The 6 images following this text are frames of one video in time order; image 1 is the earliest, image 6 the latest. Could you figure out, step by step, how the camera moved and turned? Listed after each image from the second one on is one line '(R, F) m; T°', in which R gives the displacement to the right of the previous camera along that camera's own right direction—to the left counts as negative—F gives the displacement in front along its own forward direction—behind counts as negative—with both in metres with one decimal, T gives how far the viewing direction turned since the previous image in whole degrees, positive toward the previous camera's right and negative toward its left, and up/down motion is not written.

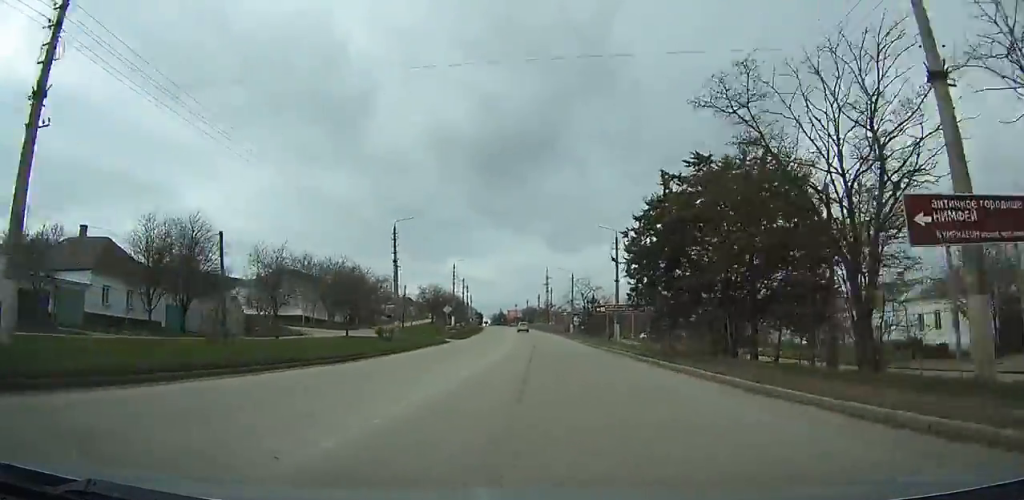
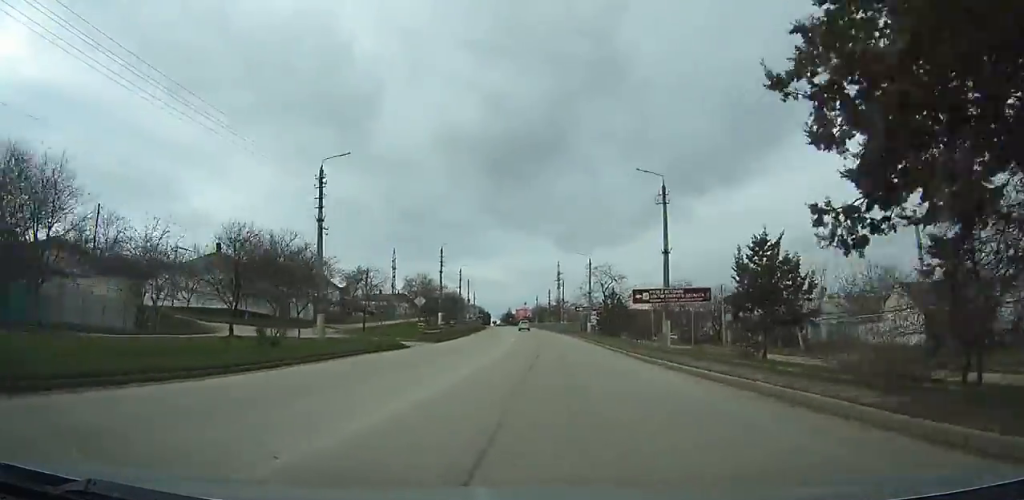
(+0.1, +17.4) m; 0°
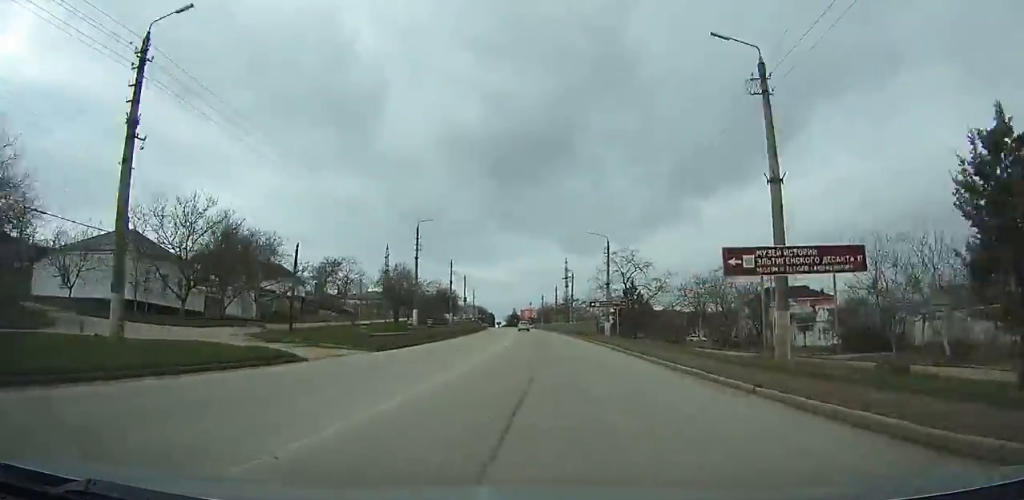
(-0.1, +14.8) m; -1°
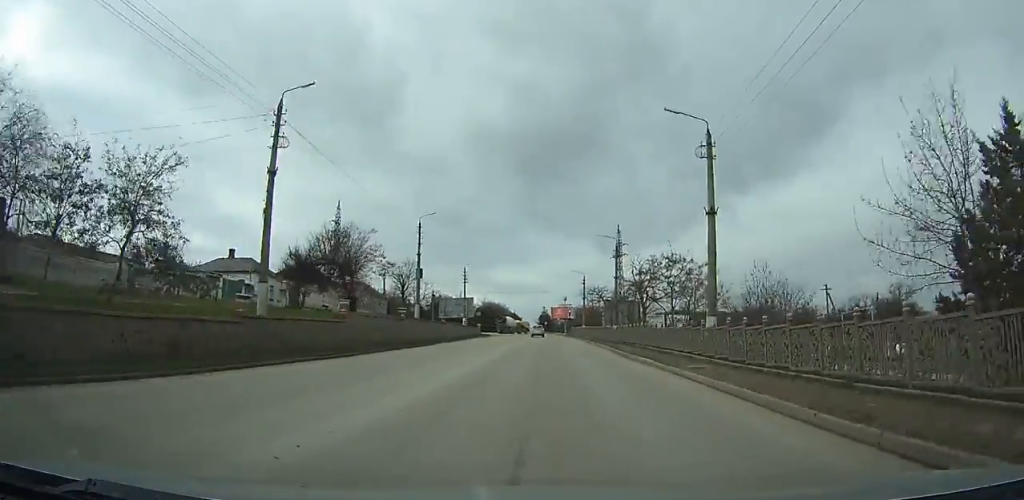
(-1.8, +60.9) m; -3°
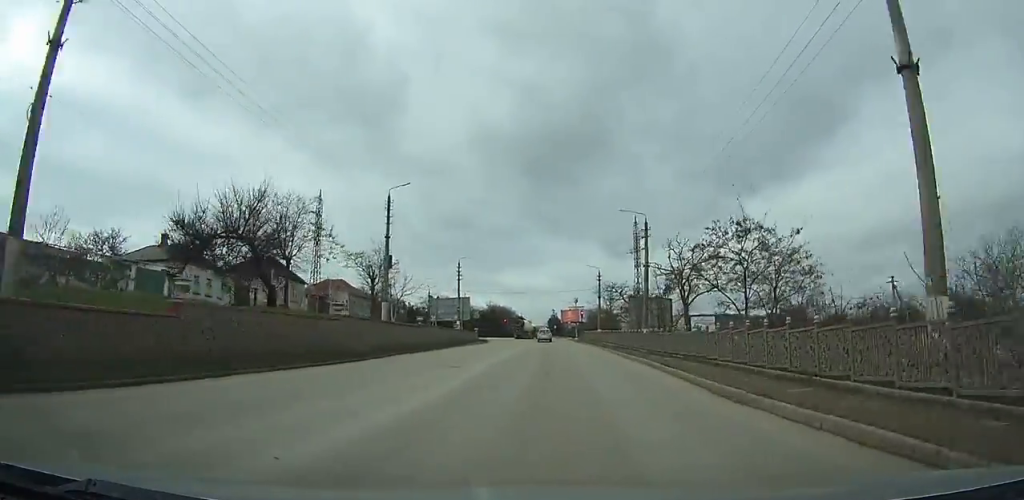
(0.0, +12.2) m; 0°
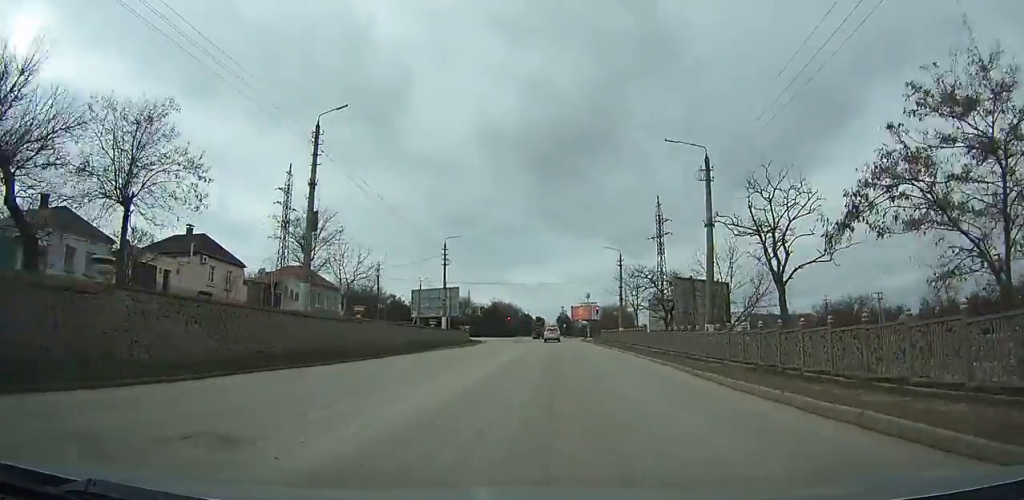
(-0.1, +13.9) m; -1°
